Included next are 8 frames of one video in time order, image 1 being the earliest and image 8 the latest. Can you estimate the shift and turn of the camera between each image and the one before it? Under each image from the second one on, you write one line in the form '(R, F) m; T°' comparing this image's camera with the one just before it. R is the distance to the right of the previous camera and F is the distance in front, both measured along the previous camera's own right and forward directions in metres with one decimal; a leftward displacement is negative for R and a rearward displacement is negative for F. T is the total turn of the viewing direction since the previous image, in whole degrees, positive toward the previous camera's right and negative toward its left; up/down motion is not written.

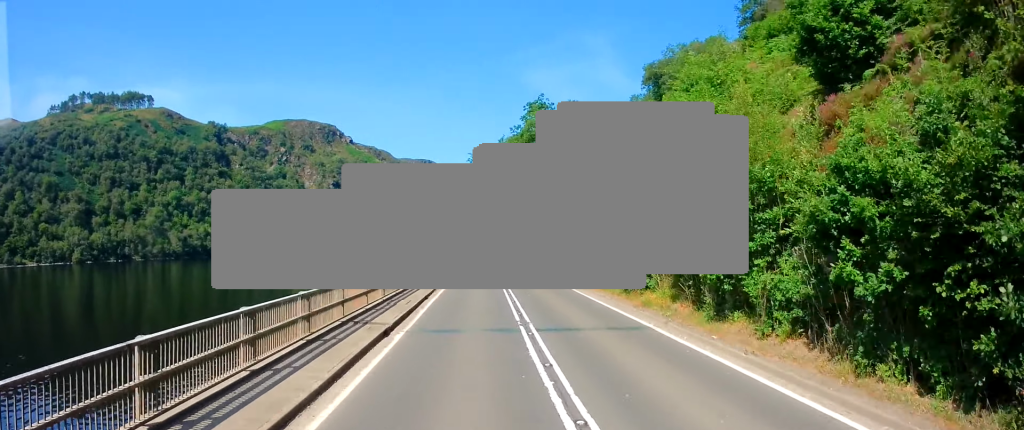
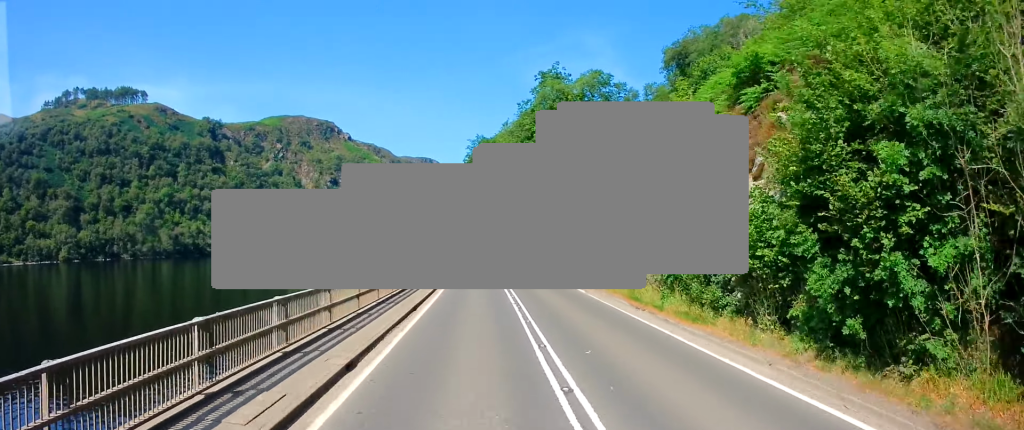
(-0.1, +14.1) m; 0°
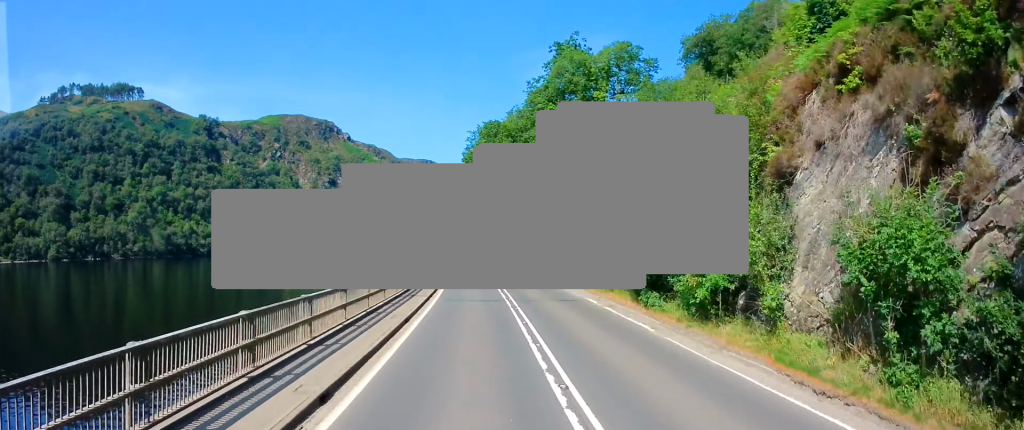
(-0.1, +11.0) m; +1°
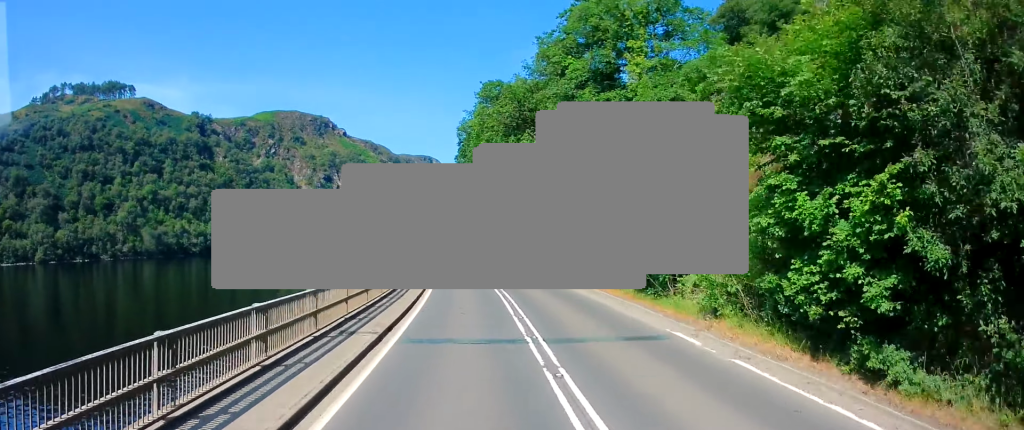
(+0.3, +11.8) m; 0°
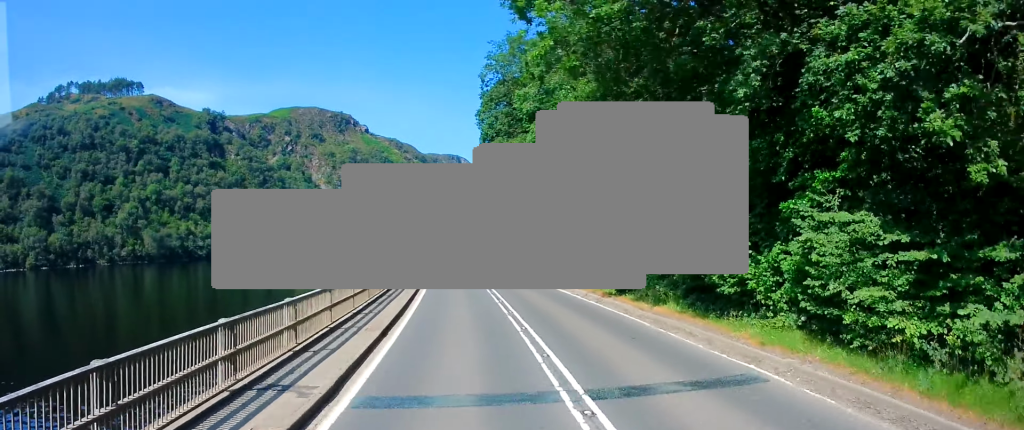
(-0.7, +29.8) m; -4°
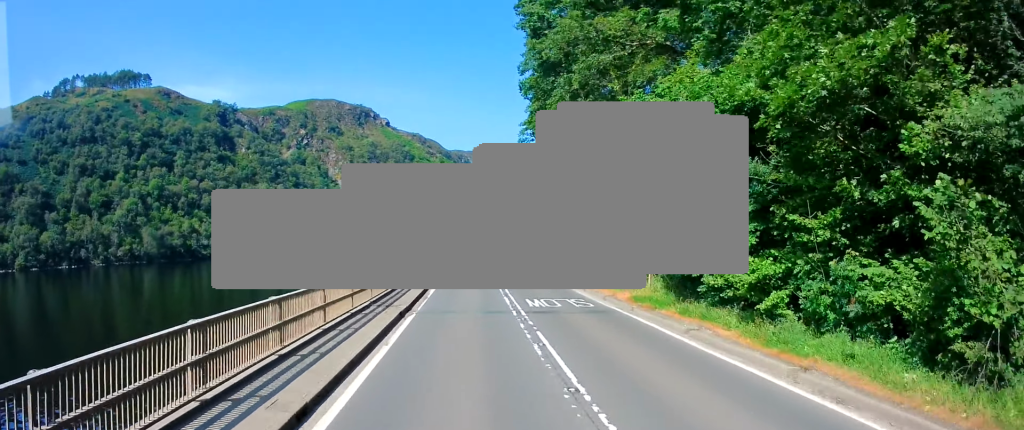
(-0.6, +25.6) m; -1°
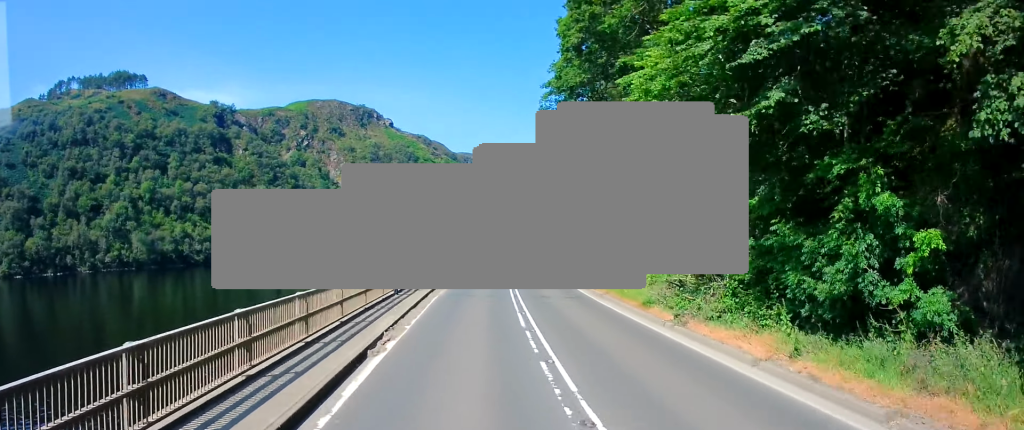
(0.0, +16.9) m; 0°
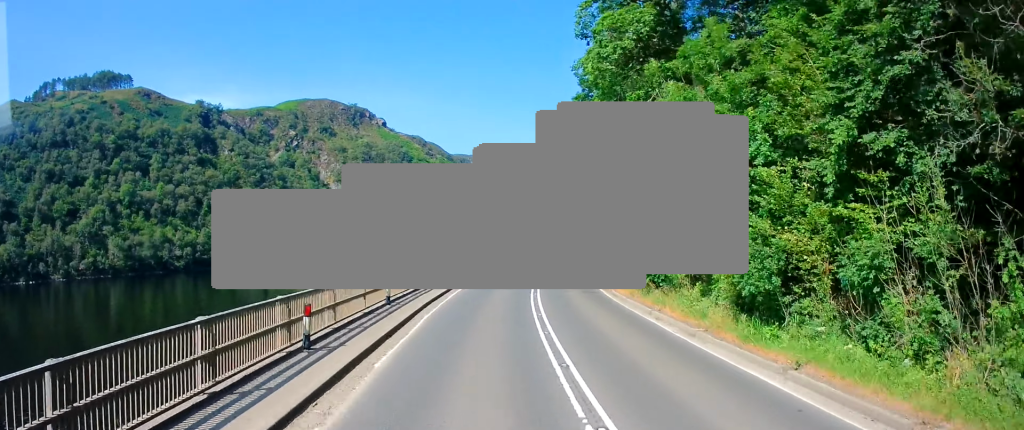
(0.0, +19.5) m; +1°
